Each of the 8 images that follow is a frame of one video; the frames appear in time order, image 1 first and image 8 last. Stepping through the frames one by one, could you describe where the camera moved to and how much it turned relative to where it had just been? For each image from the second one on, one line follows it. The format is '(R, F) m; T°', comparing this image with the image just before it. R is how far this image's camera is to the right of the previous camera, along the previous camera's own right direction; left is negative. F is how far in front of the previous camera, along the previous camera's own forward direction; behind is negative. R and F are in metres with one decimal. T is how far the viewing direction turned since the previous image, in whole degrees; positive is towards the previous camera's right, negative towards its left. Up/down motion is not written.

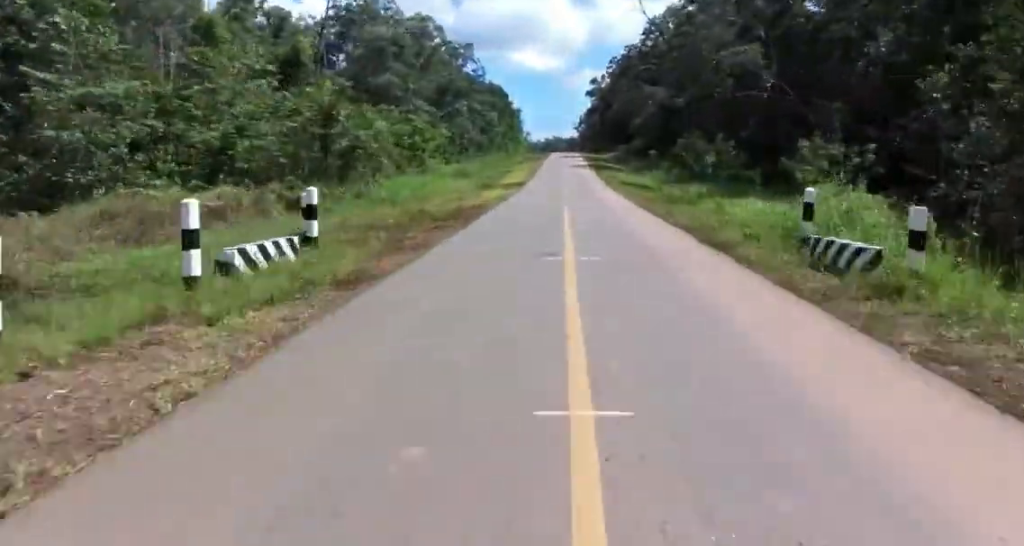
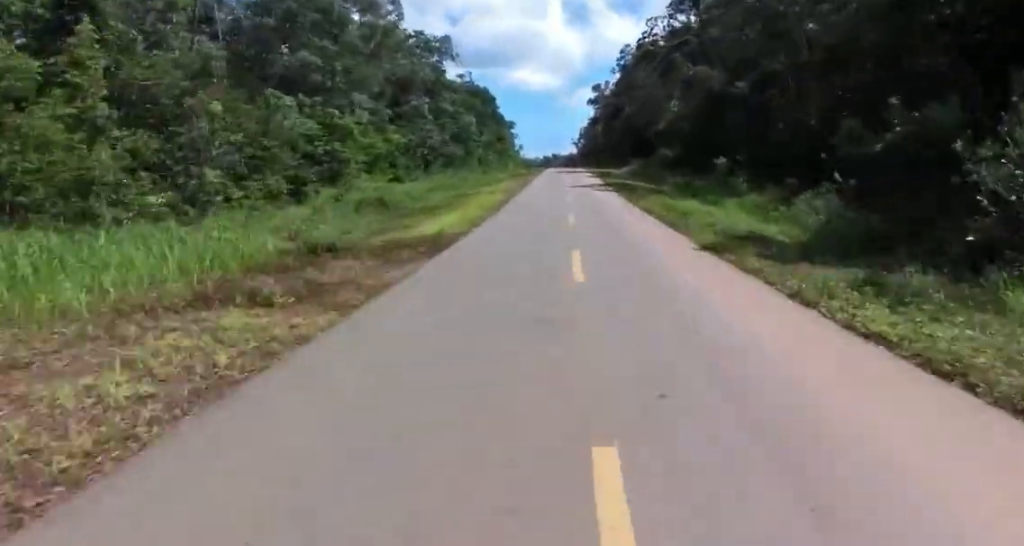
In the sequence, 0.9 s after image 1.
(+0.2, +24.9) m; +2°
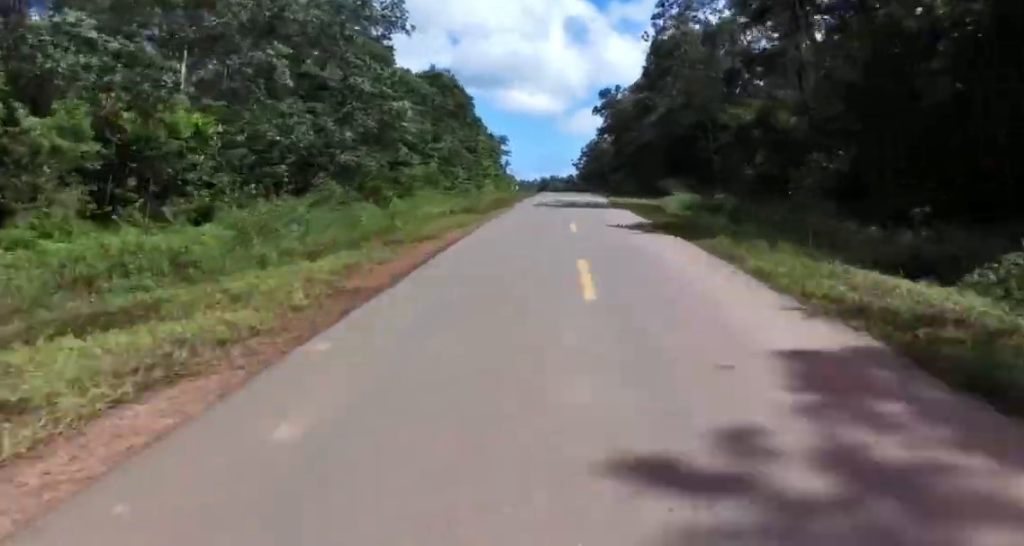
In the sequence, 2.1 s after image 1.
(+0.4, +34.5) m; -1°
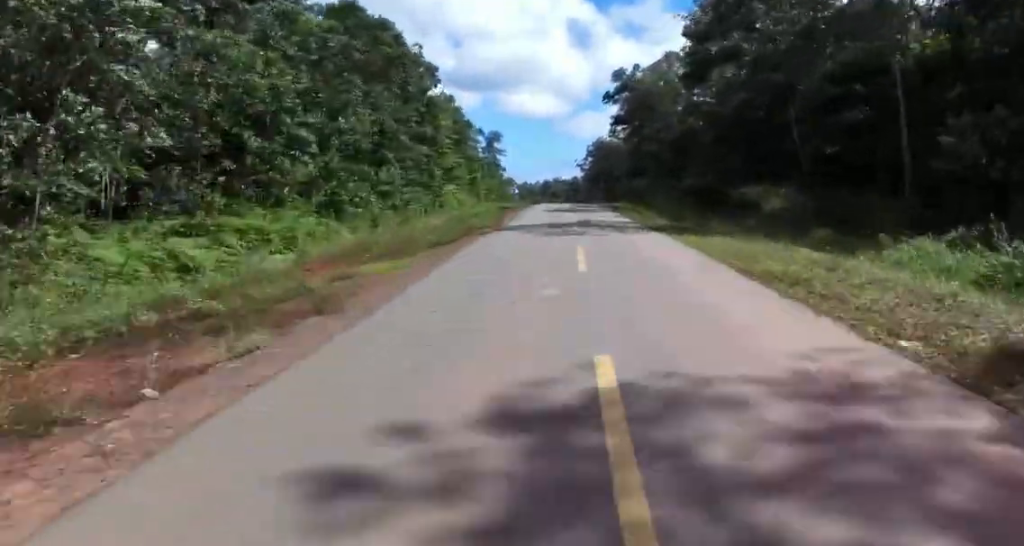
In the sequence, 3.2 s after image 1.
(-0.8, +29.0) m; -2°
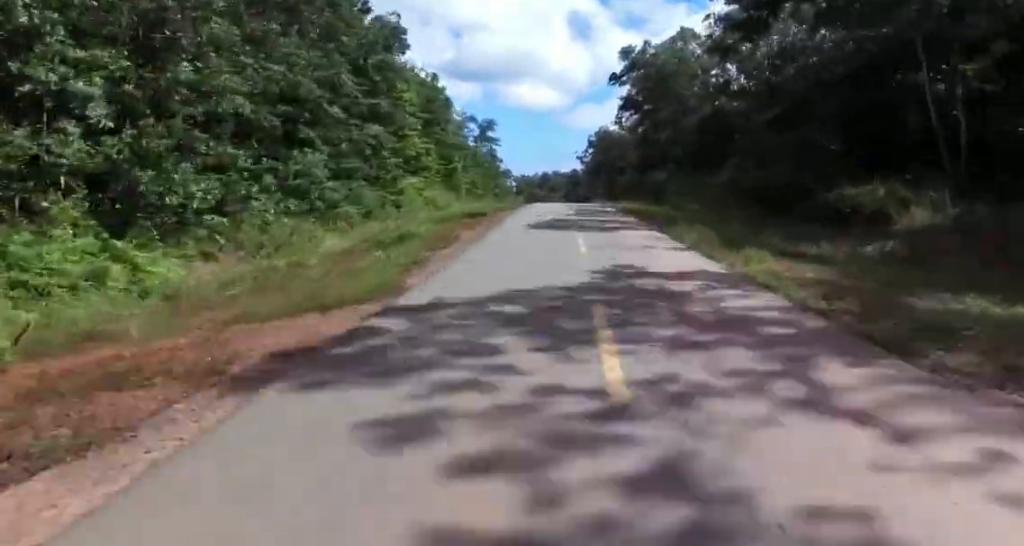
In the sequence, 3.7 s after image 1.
(0.0, +13.4) m; 0°
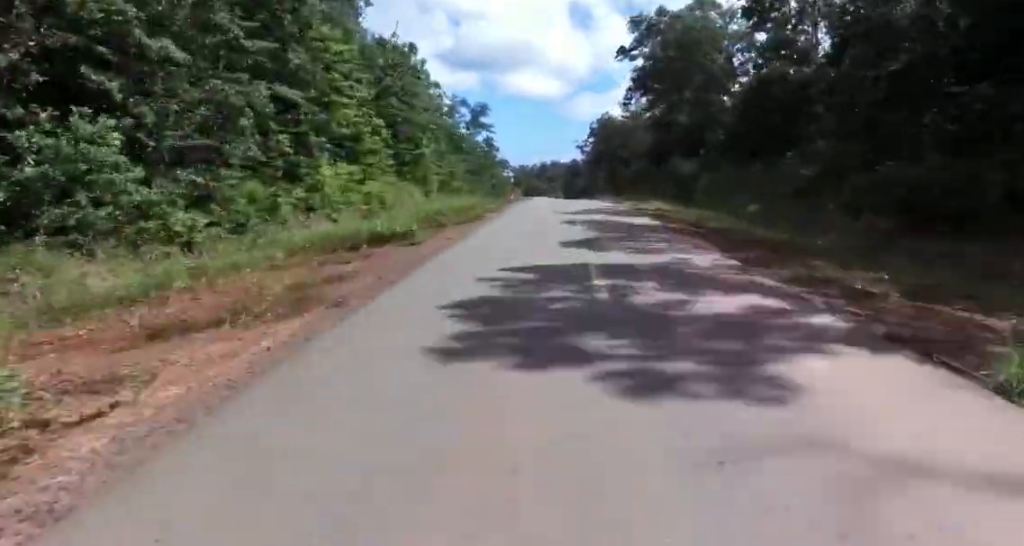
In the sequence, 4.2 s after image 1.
(0.0, +13.1) m; -1°
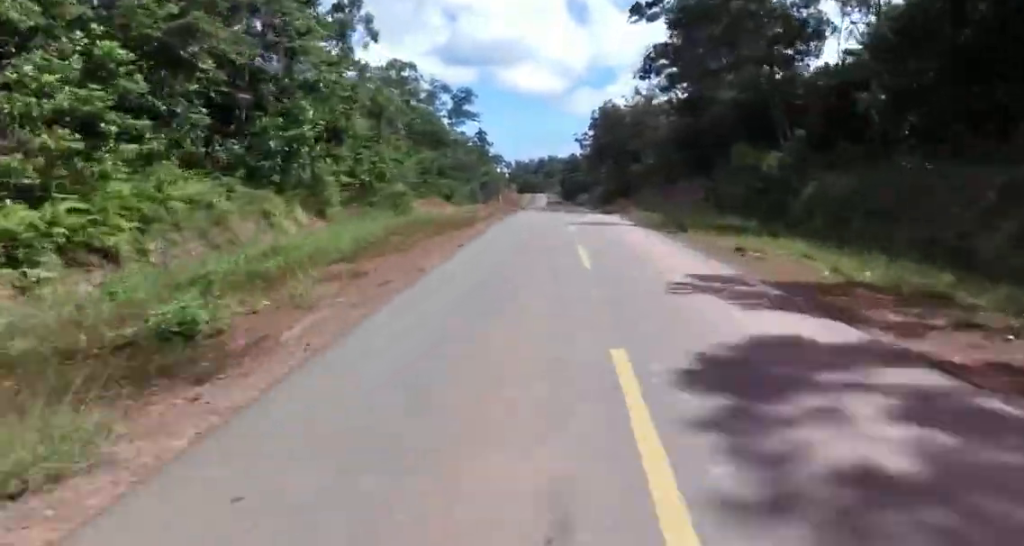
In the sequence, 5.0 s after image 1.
(-0.2, +20.6) m; -2°
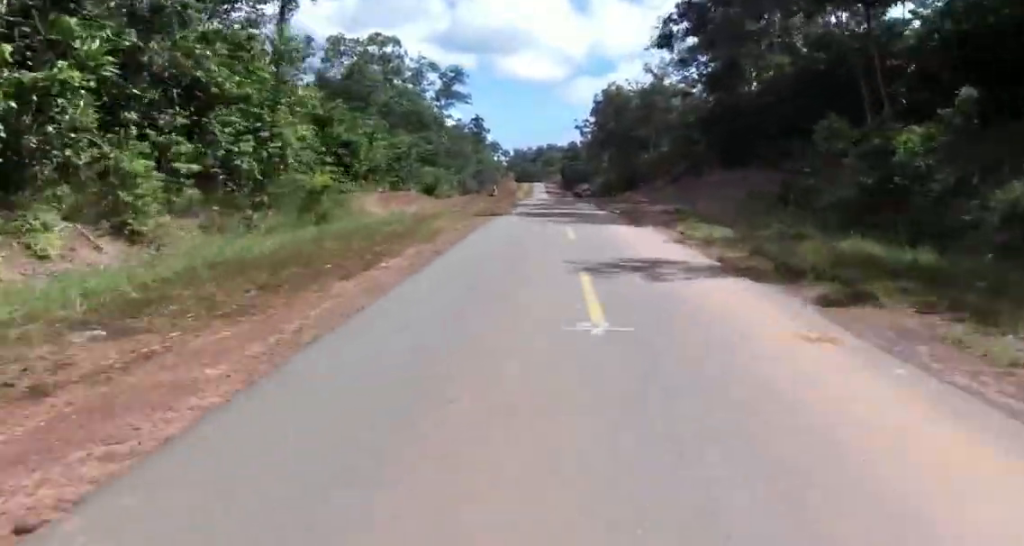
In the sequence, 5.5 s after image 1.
(-0.6, +11.6) m; 0°
